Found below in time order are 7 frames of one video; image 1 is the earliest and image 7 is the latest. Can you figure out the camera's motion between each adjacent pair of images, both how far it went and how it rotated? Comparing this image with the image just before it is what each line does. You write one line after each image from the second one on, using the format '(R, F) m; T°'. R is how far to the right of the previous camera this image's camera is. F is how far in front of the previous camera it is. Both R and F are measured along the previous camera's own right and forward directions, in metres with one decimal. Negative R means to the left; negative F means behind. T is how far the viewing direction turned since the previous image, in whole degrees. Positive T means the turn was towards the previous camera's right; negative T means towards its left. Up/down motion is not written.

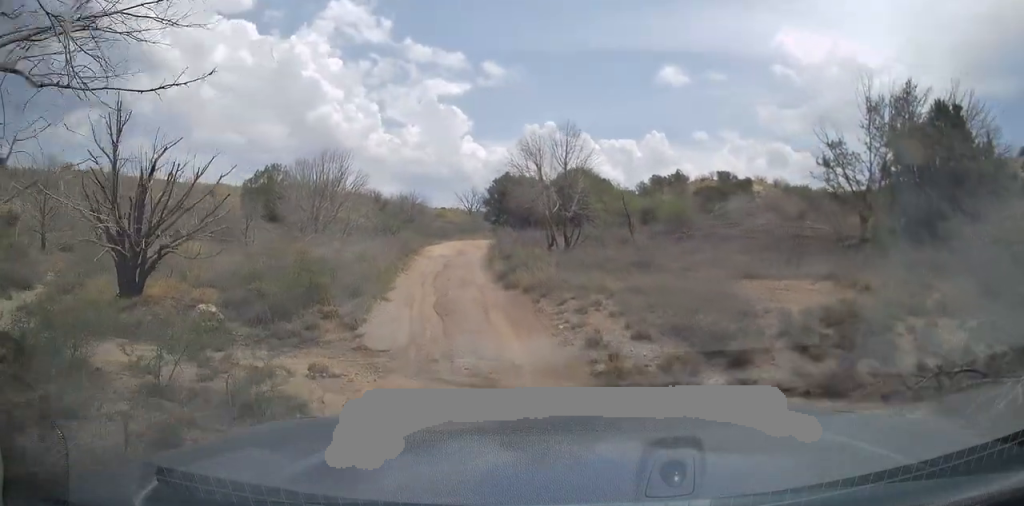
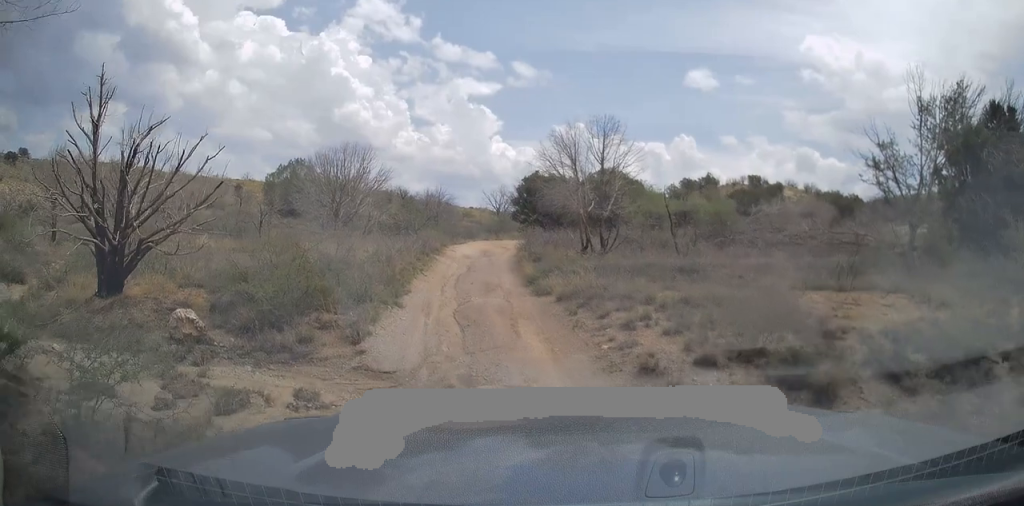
(0.0, +1.8) m; -2°
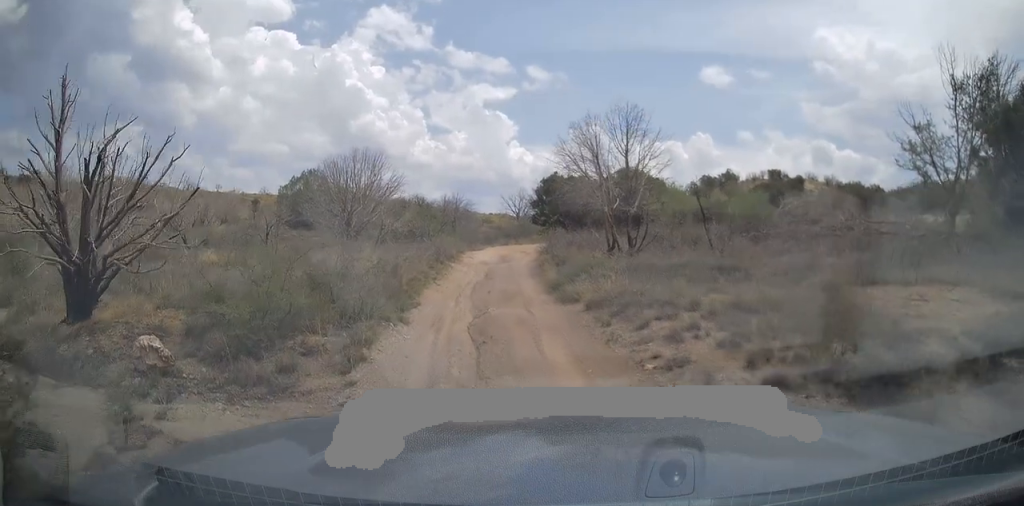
(0.0, +1.6) m; -2°
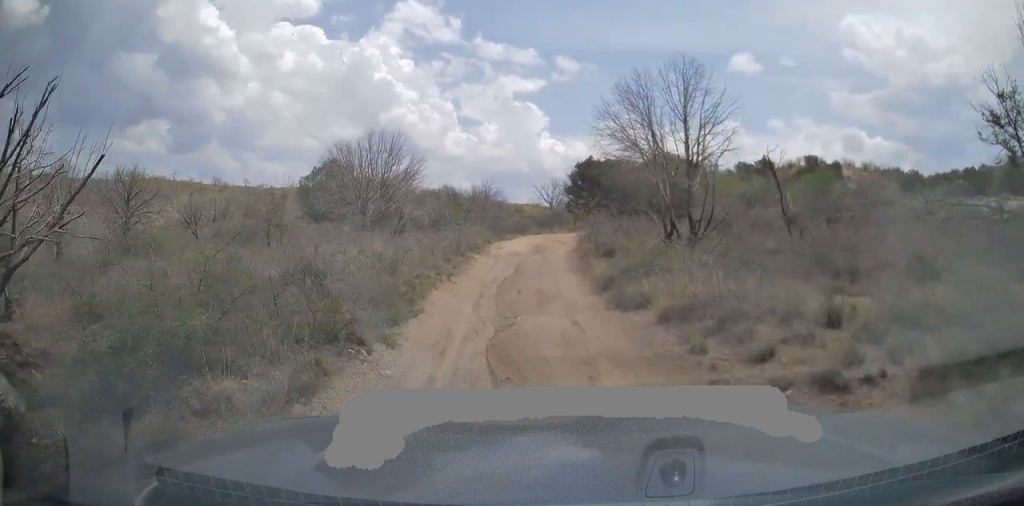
(-0.2, +3.3) m; -9°
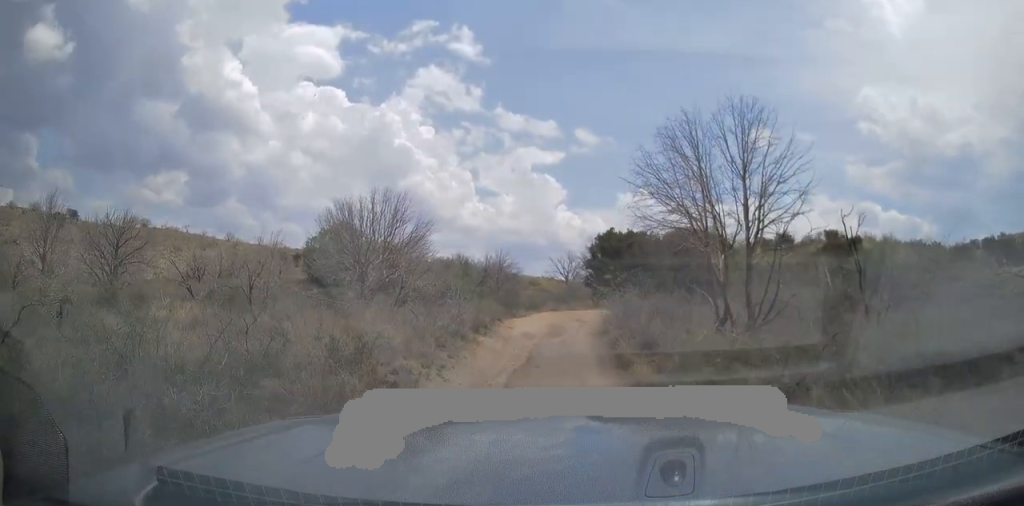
(-0.2, +2.9) m; +3°
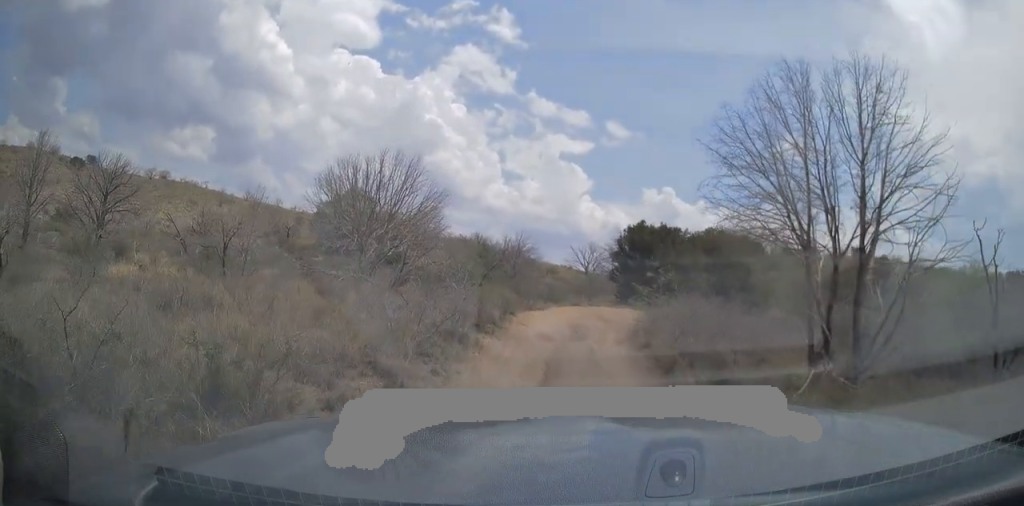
(+0.4, +3.3) m; +4°
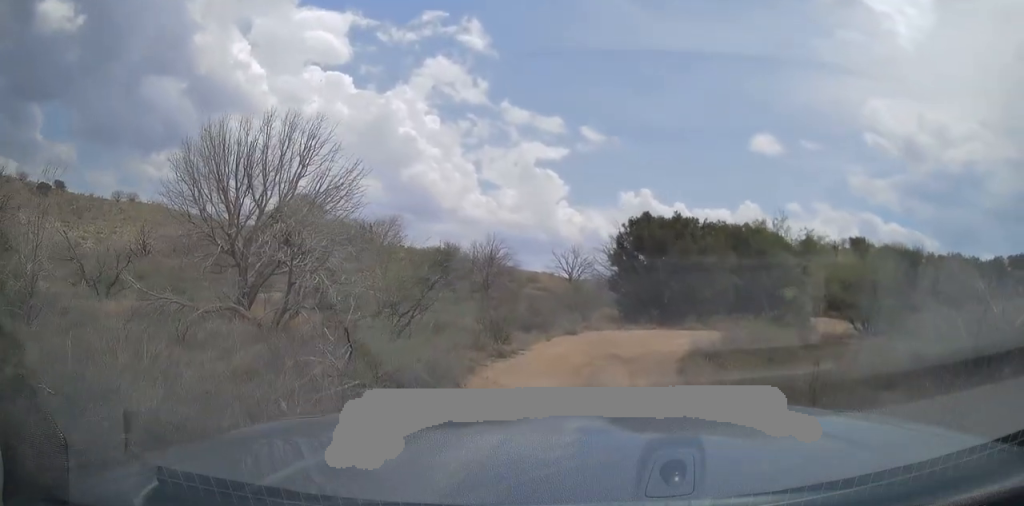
(0.0, +8.7) m; +2°
